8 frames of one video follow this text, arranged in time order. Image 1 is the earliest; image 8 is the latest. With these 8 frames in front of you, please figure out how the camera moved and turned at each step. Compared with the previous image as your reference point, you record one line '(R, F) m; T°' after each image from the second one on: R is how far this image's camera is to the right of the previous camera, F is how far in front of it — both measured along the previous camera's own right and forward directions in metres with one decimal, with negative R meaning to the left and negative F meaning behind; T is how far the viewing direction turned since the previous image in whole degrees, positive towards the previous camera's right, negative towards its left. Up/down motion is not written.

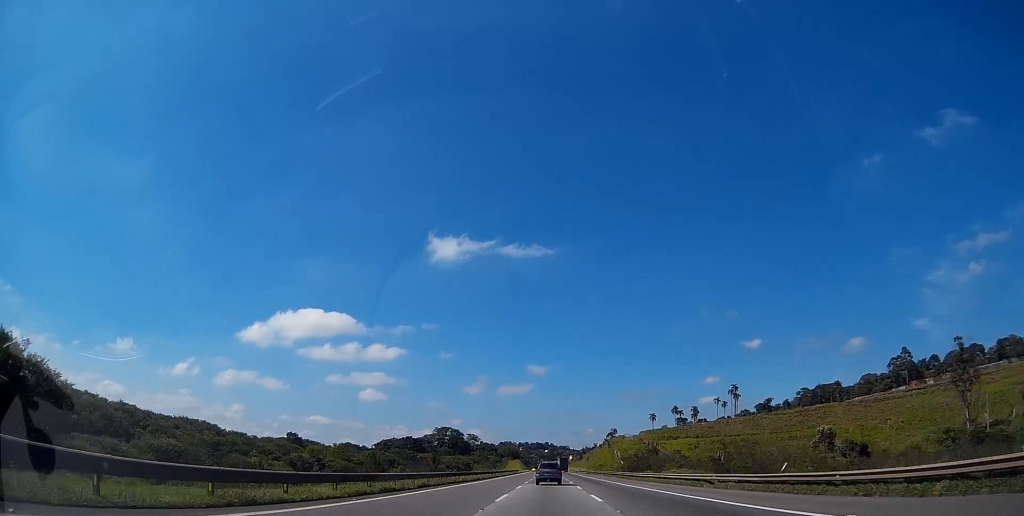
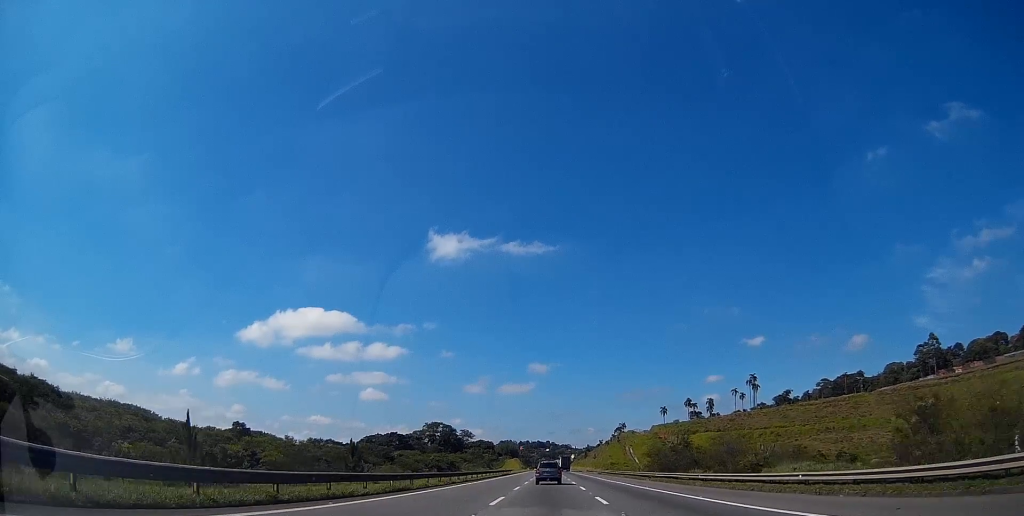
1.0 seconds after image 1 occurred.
(-0.1, +30.4) m; -1°
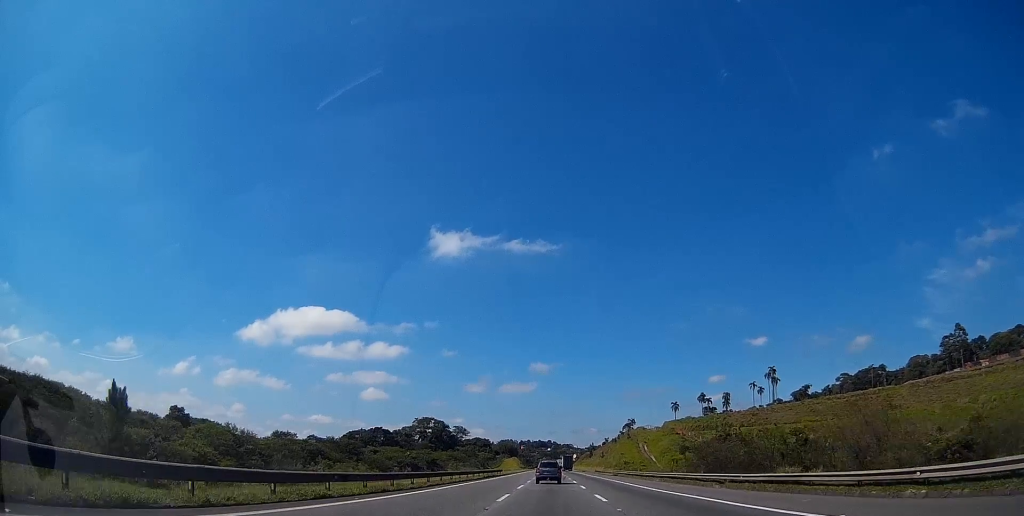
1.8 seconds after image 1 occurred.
(-0.2, +25.4) m; 0°
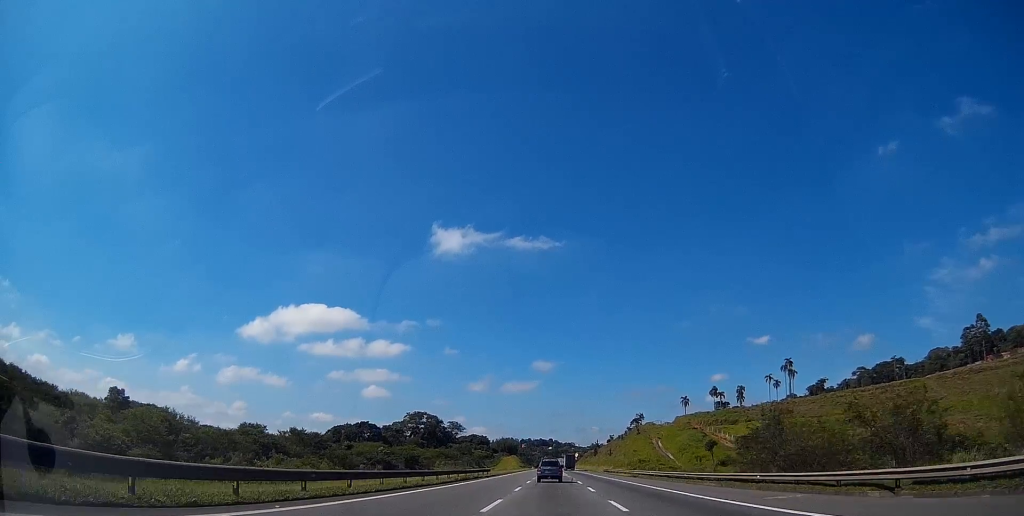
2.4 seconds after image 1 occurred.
(0.0, +19.1) m; 0°
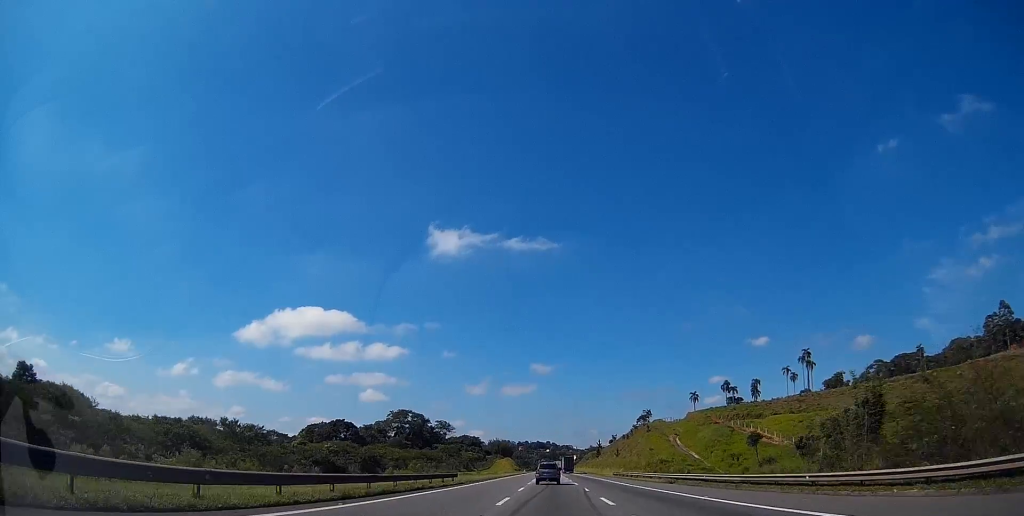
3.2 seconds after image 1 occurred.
(0.0, +22.9) m; 0°
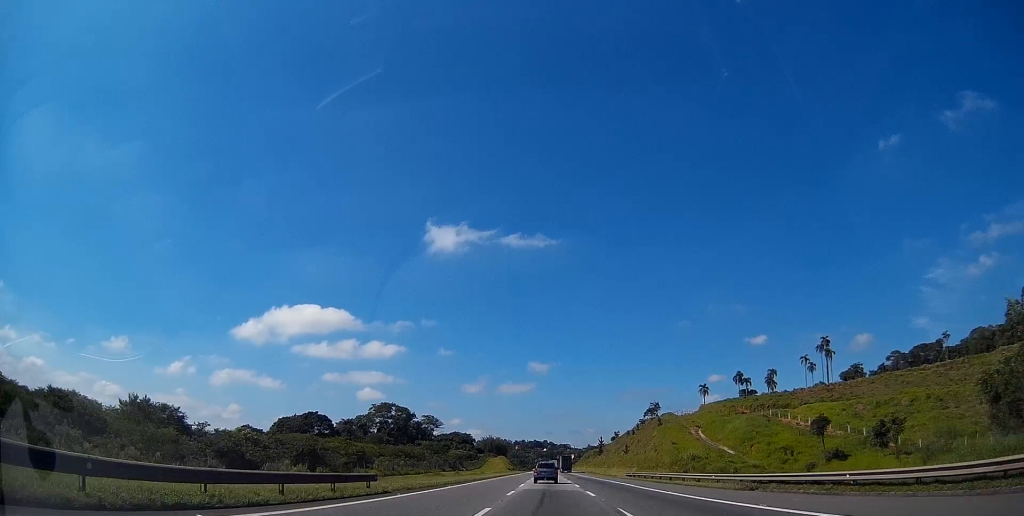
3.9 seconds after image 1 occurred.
(0.0, +20.8) m; 0°
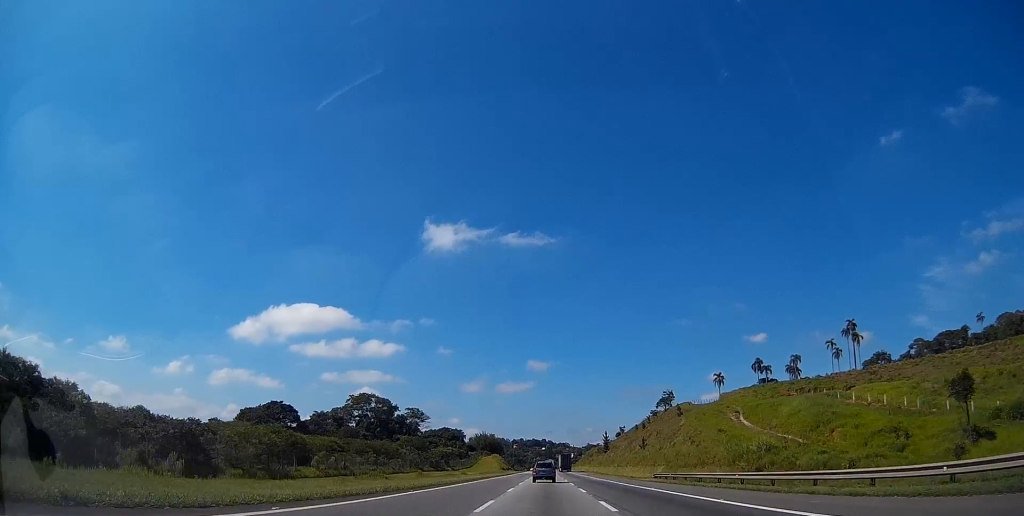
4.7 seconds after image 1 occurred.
(-0.2, +23.7) m; 0°
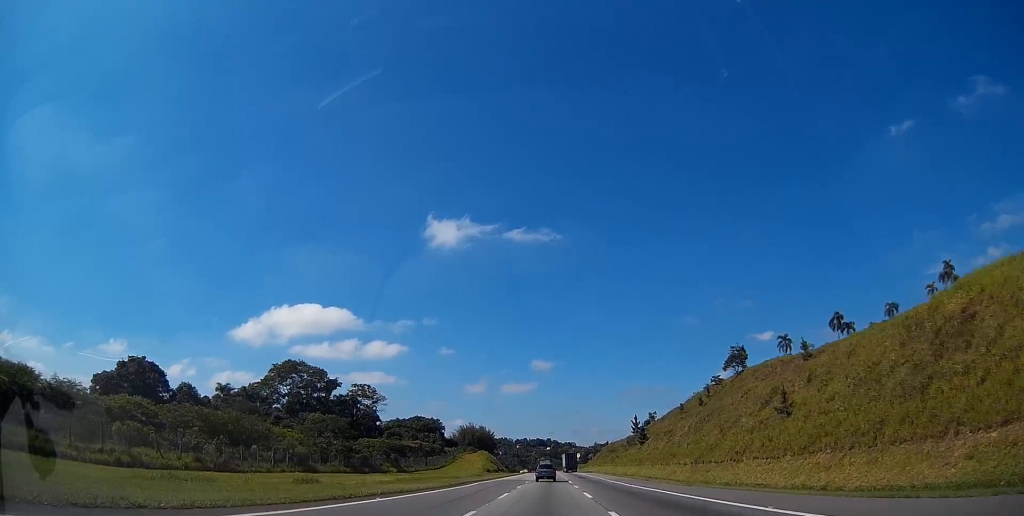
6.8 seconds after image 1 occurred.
(+1.1, +61.4) m; 0°
